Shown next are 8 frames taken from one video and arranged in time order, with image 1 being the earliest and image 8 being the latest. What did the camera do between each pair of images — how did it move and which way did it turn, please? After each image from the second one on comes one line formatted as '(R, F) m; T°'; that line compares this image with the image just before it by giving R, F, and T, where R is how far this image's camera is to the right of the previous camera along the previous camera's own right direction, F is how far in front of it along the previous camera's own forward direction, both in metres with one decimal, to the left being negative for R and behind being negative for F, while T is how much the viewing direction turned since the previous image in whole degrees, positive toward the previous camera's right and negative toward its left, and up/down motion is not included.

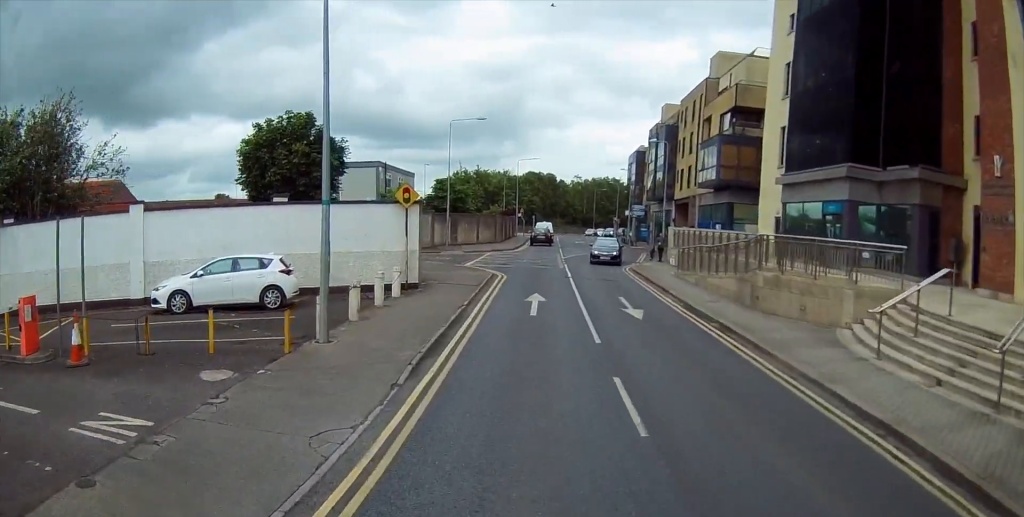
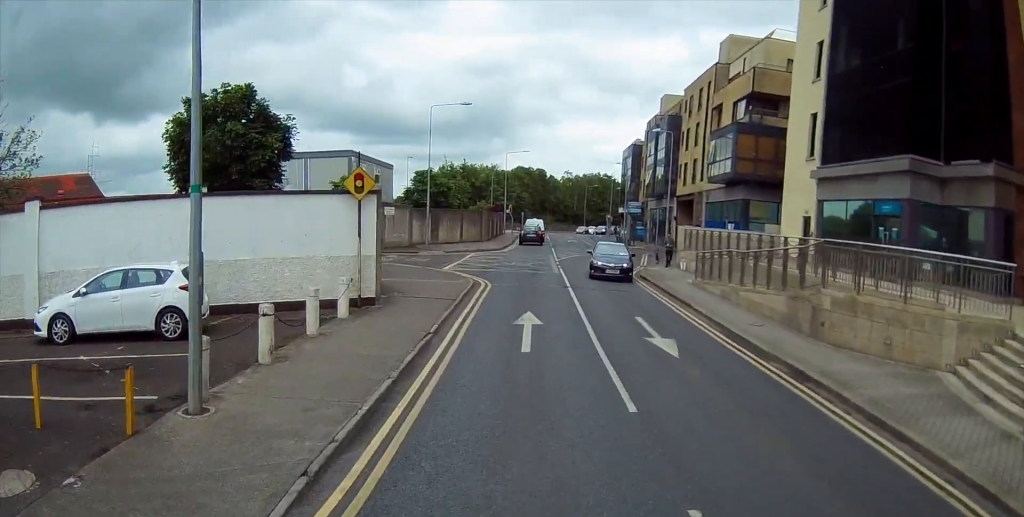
(+0.1, +5.2) m; -2°
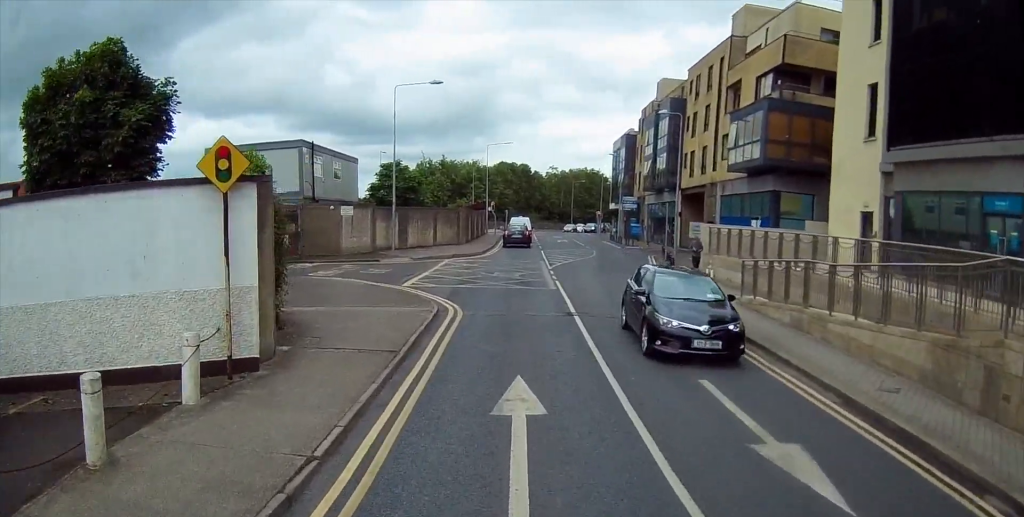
(-0.3, +7.2) m; -2°
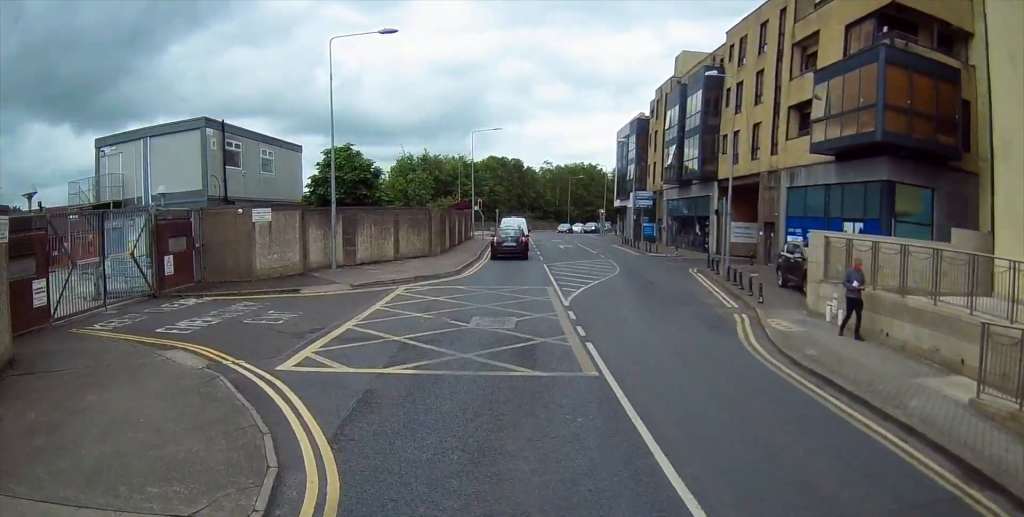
(+0.2, +12.0) m; +4°
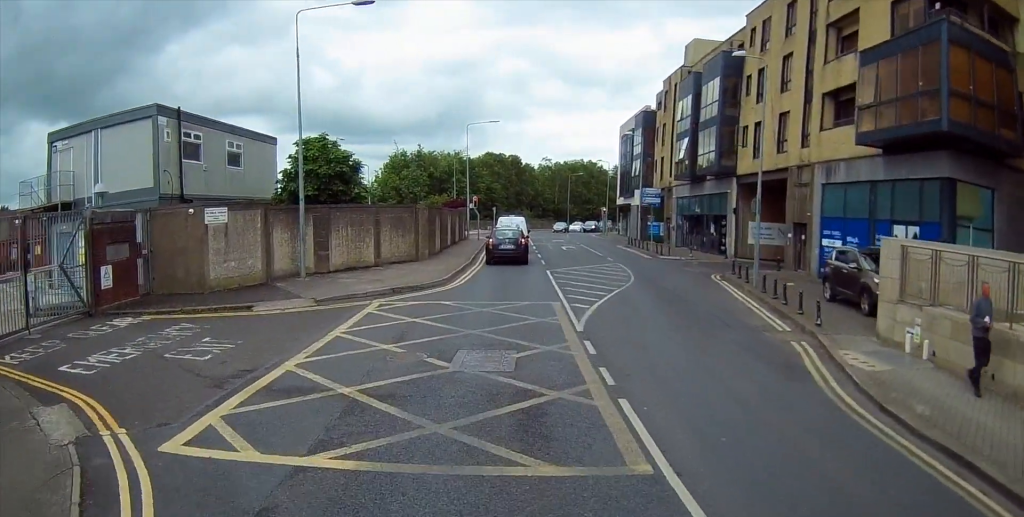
(+0.2, +4.1) m; -2°
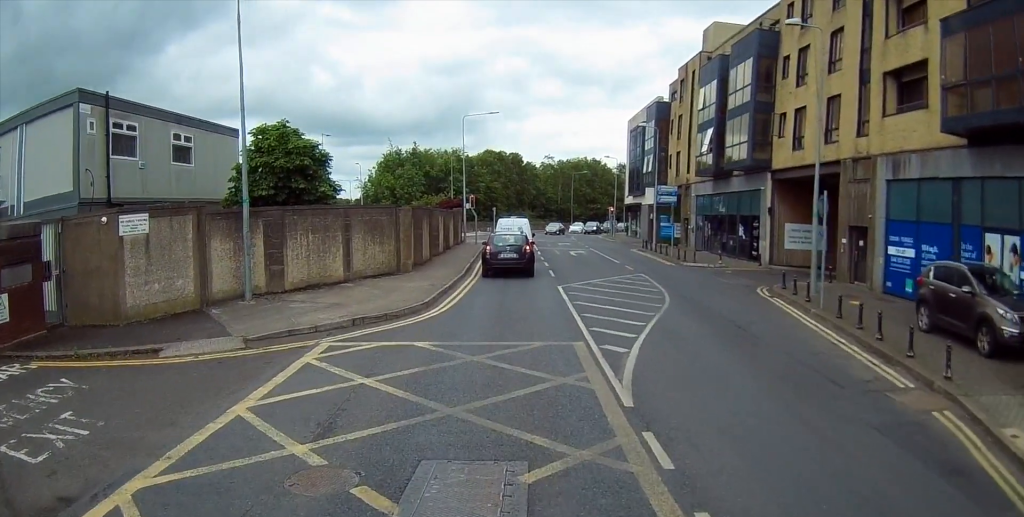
(-0.5, +5.7) m; -1°
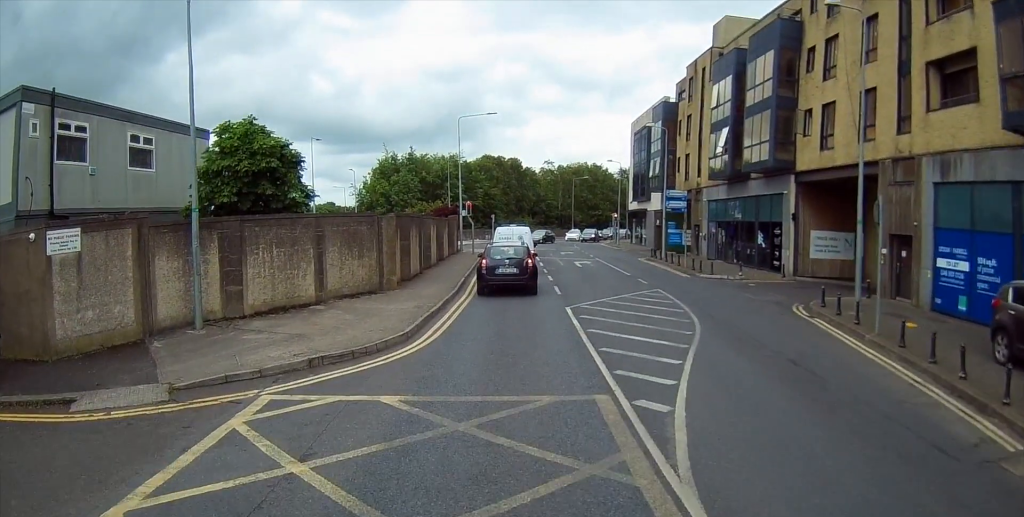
(+0.4, +3.4) m; +6°
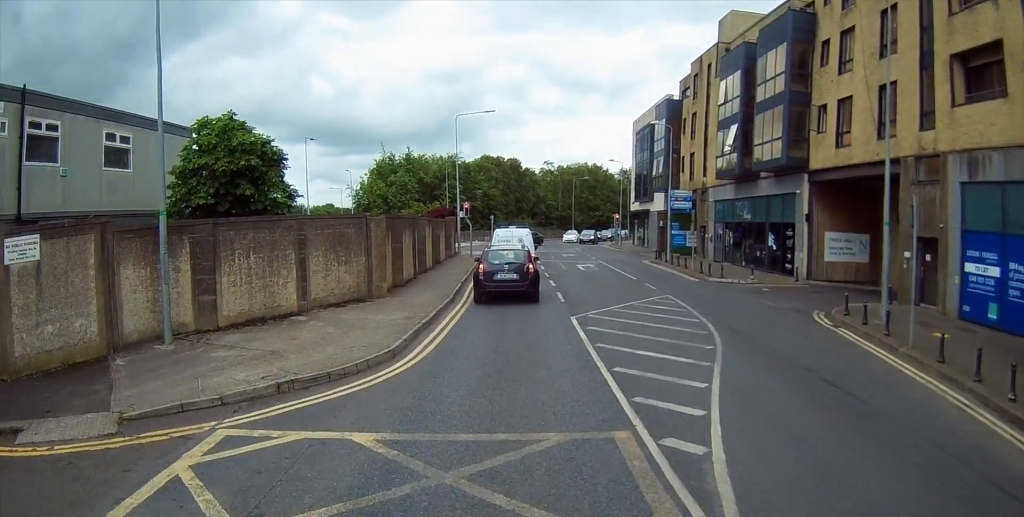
(+0.1, +1.6) m; +2°
